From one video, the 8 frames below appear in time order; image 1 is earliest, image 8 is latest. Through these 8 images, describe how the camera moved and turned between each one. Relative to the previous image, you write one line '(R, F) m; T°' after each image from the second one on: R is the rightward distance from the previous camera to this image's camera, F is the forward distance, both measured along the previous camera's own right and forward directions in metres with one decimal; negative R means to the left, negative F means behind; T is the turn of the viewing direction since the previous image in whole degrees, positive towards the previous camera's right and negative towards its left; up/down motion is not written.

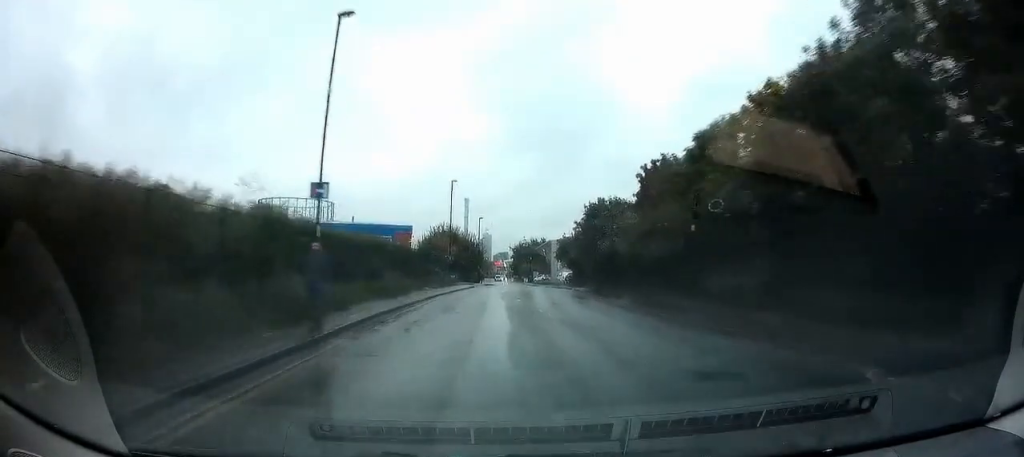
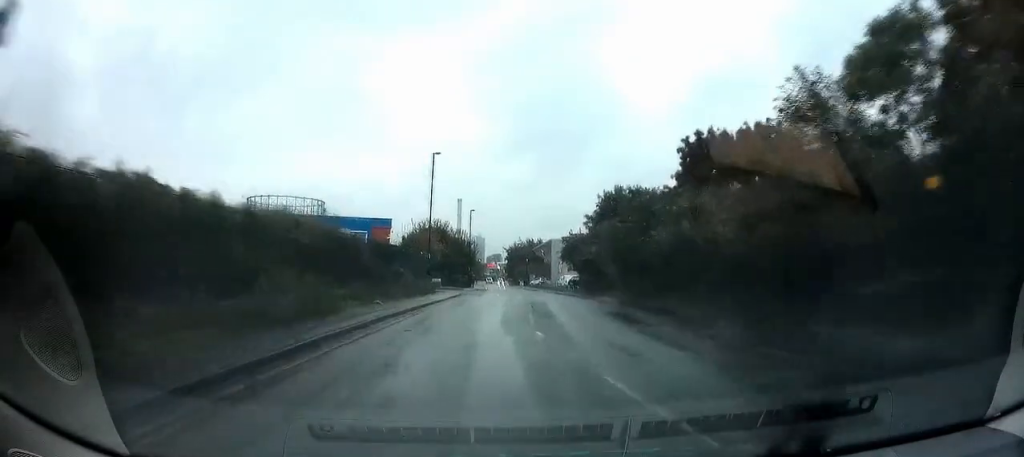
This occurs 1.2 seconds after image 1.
(+0.1, +11.4) m; +1°
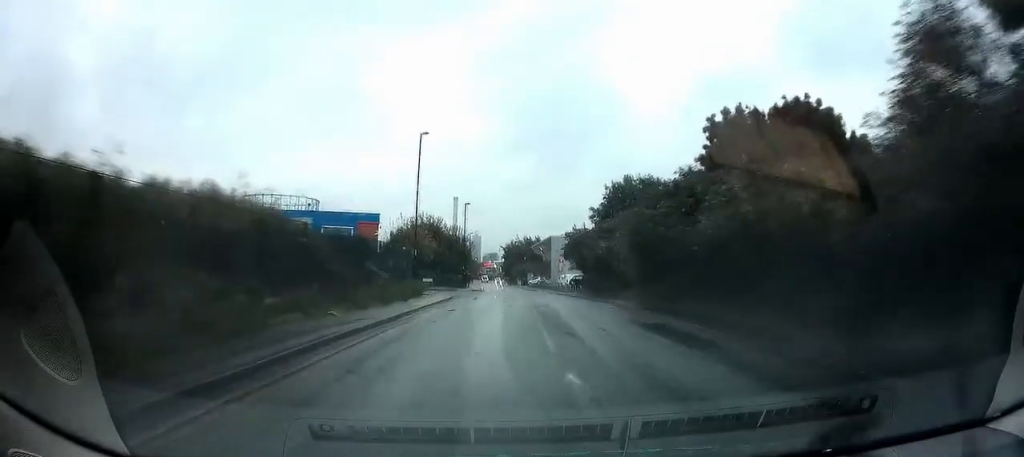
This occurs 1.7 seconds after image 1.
(0.0, +4.9) m; 0°
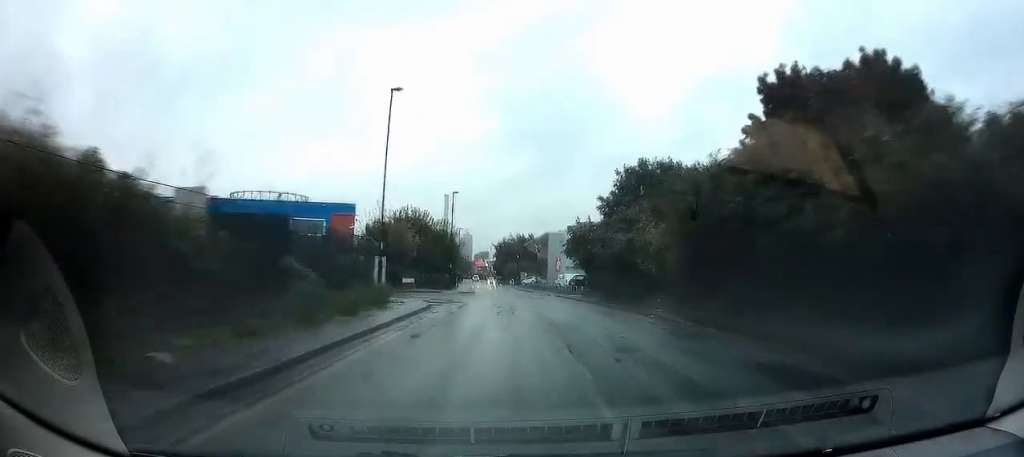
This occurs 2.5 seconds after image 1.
(0.0, +7.3) m; 0°
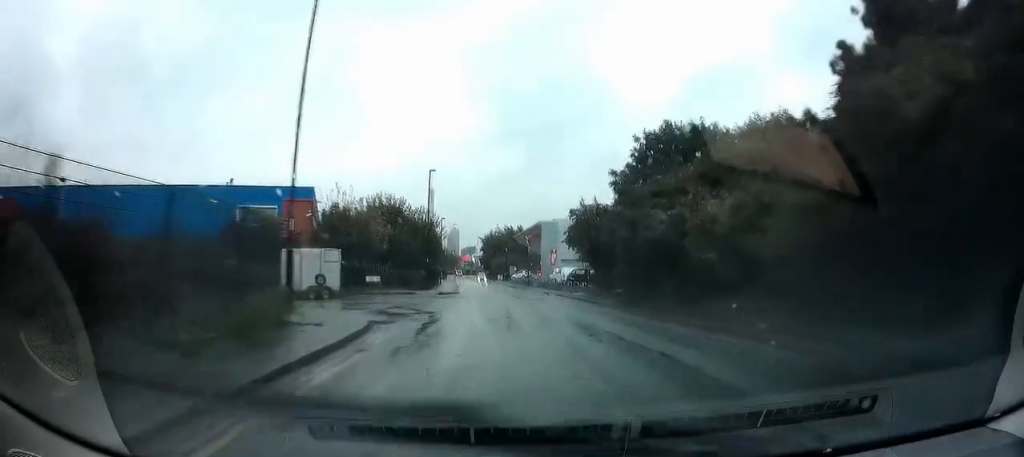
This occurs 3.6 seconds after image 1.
(0.0, +9.1) m; +1°
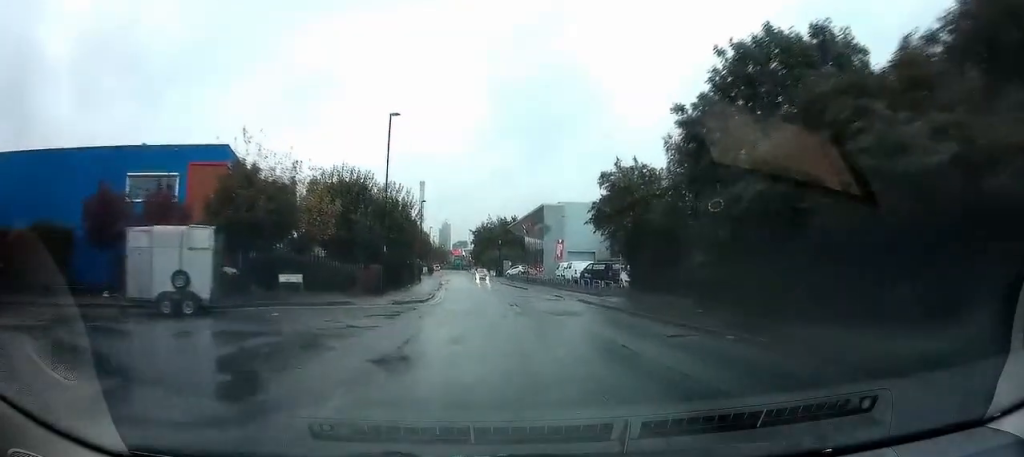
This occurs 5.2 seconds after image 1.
(+0.2, +13.8) m; -1°
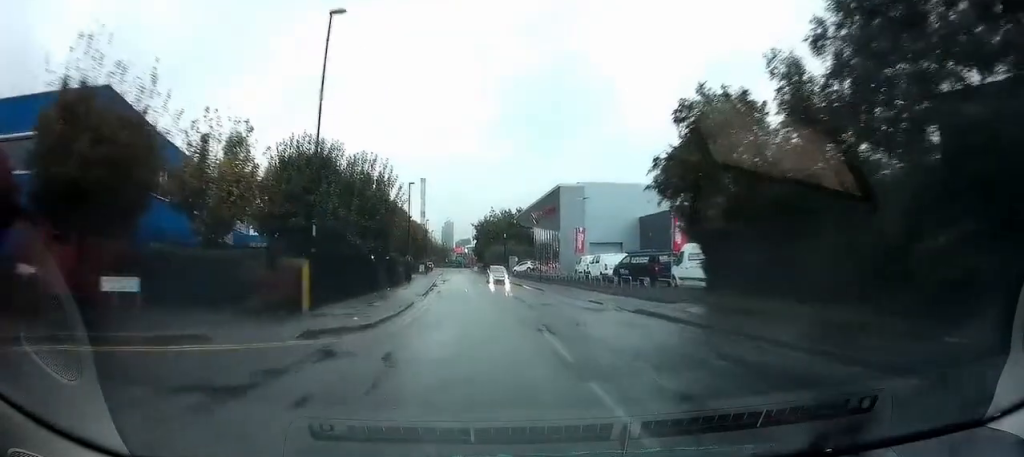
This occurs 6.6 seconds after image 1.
(-0.5, +10.8) m; -1°
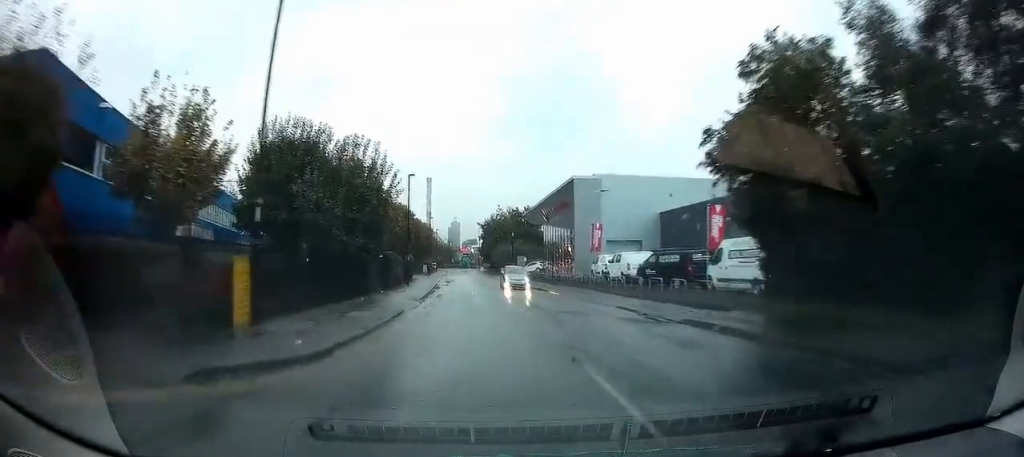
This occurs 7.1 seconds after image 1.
(+0.2, +4.3) m; +1°
